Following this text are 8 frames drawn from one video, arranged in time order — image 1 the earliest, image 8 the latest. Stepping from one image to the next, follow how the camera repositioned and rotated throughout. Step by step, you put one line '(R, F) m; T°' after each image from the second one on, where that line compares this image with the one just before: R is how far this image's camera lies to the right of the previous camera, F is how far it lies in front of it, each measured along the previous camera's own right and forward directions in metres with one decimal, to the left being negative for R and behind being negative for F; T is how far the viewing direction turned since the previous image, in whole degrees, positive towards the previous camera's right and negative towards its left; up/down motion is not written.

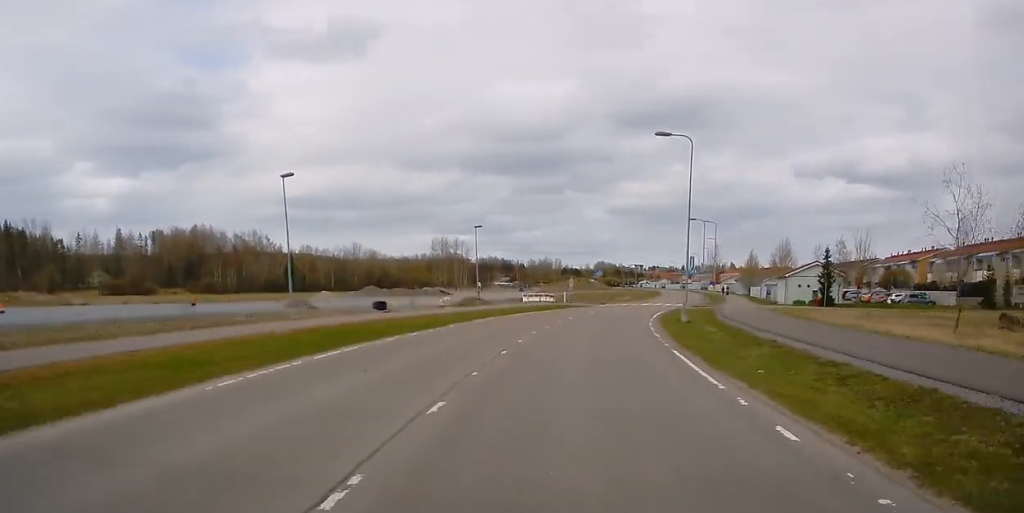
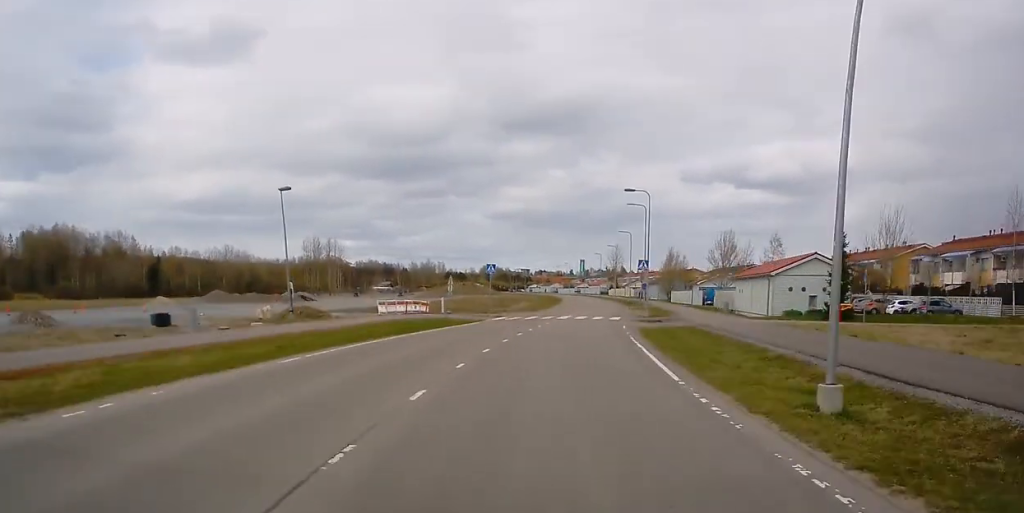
(+1.7, +26.6) m; +6°
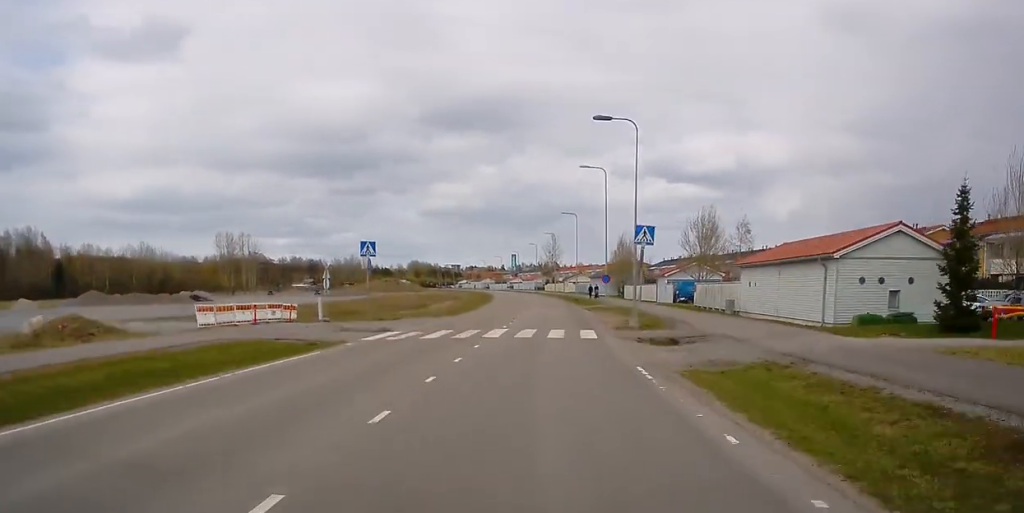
(+1.2, +21.8) m; +4°
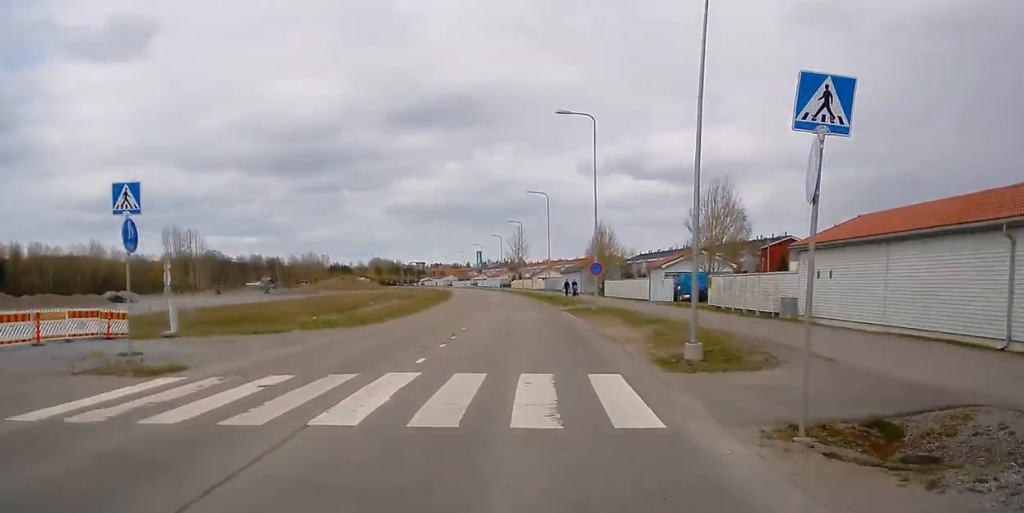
(+0.4, +17.4) m; +3°
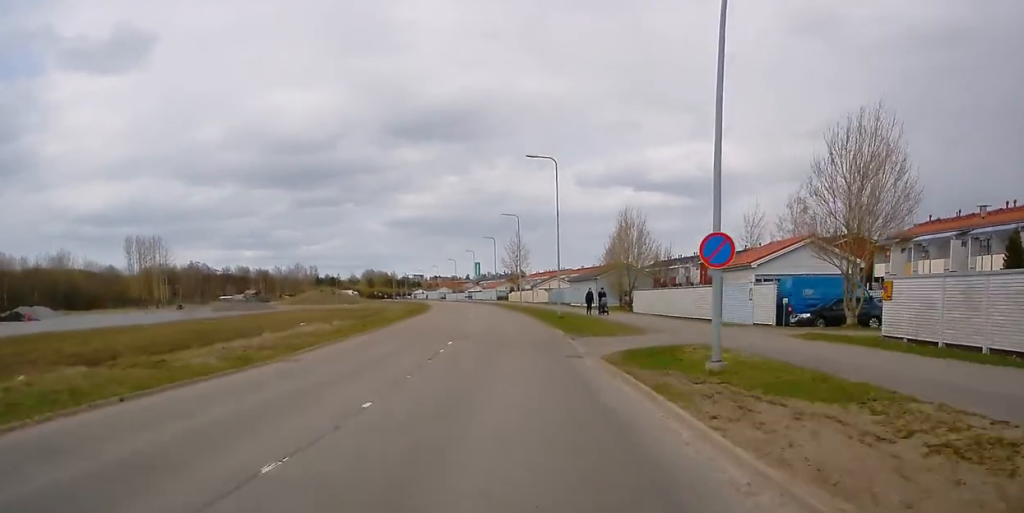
(+0.7, +27.6) m; 0°
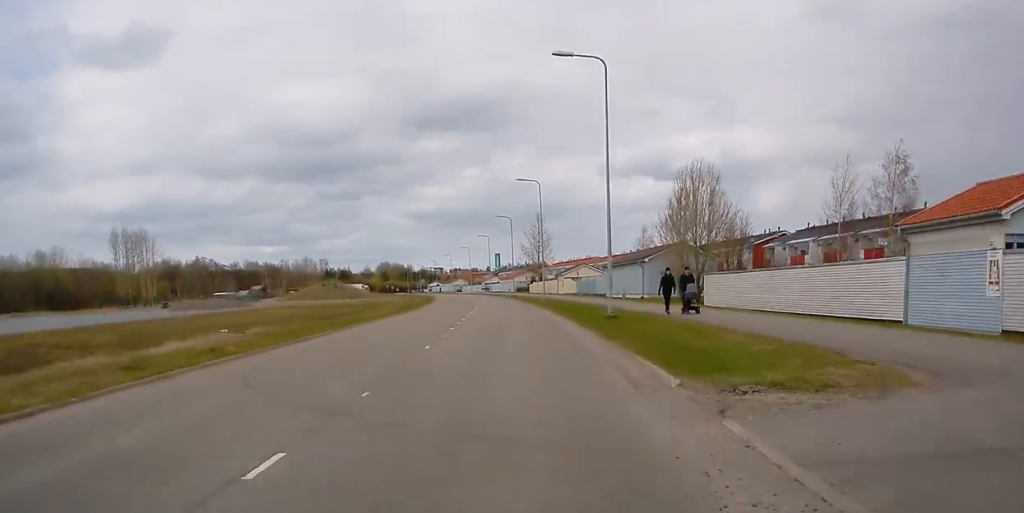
(-0.4, +20.8) m; -1°
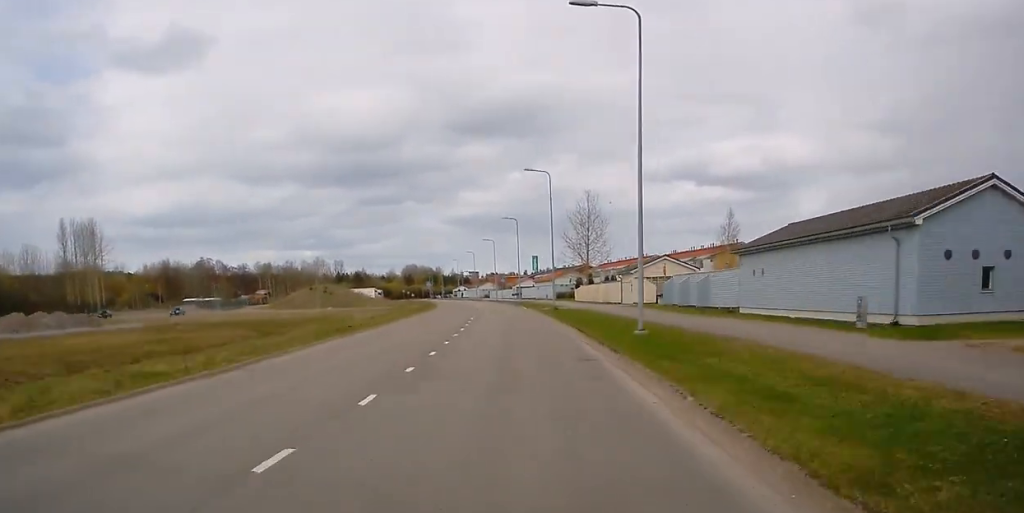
(-0.8, +44.1) m; -2°
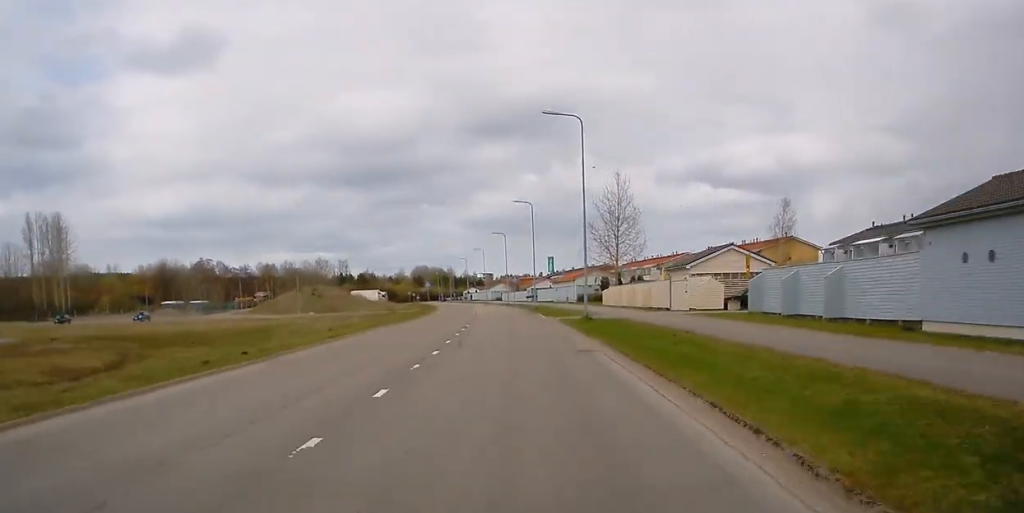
(-0.3, +19.2) m; -1°
